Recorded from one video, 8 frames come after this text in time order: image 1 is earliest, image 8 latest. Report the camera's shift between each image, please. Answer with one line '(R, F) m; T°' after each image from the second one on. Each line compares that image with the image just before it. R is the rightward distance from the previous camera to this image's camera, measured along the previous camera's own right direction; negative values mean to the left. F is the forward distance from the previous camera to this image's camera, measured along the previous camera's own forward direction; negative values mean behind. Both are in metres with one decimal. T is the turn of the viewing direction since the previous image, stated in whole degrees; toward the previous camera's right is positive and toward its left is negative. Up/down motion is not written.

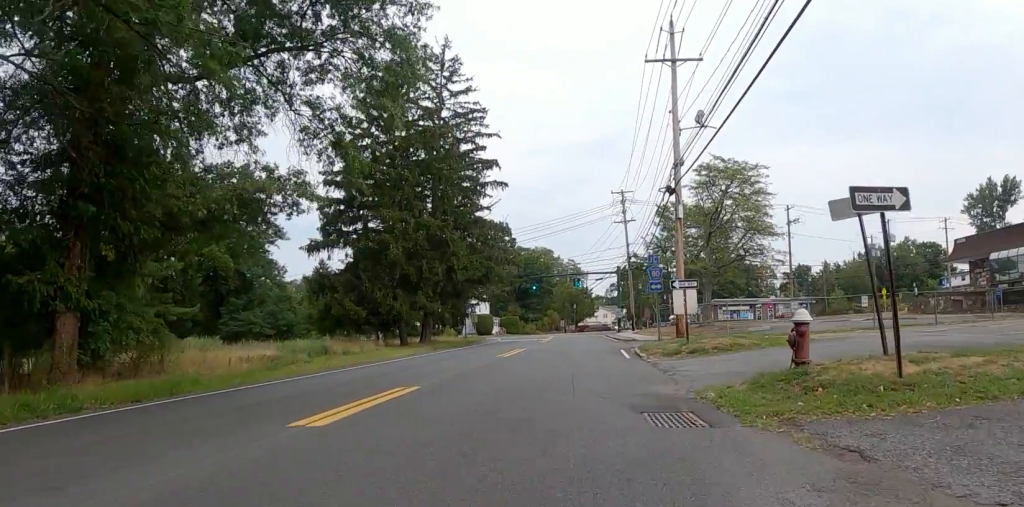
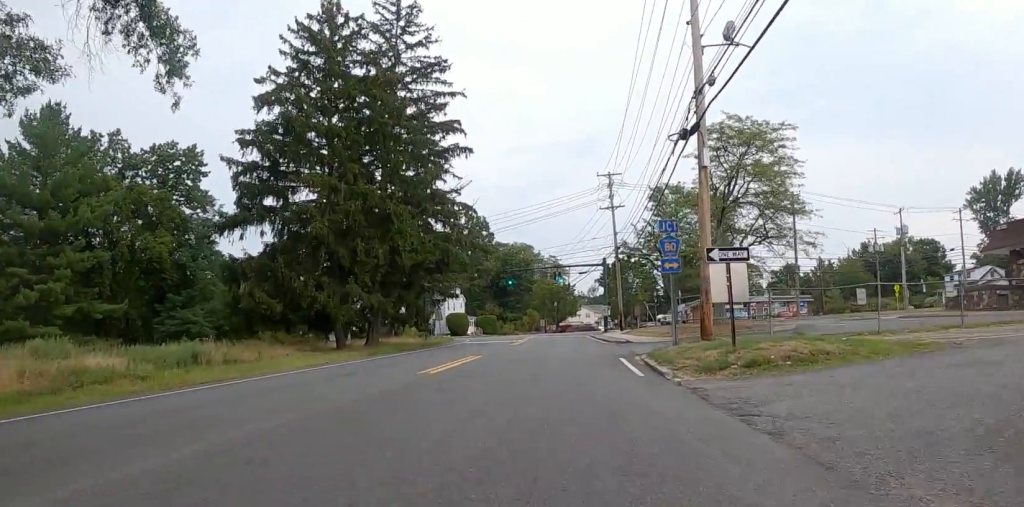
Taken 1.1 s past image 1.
(0.0, +7.4) m; 0°
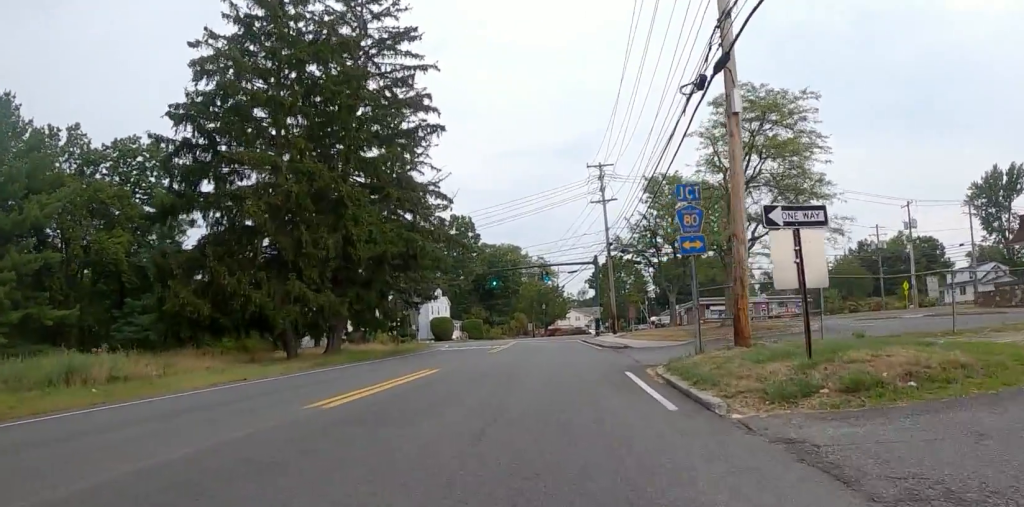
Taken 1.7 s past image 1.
(0.0, +4.3) m; 0°
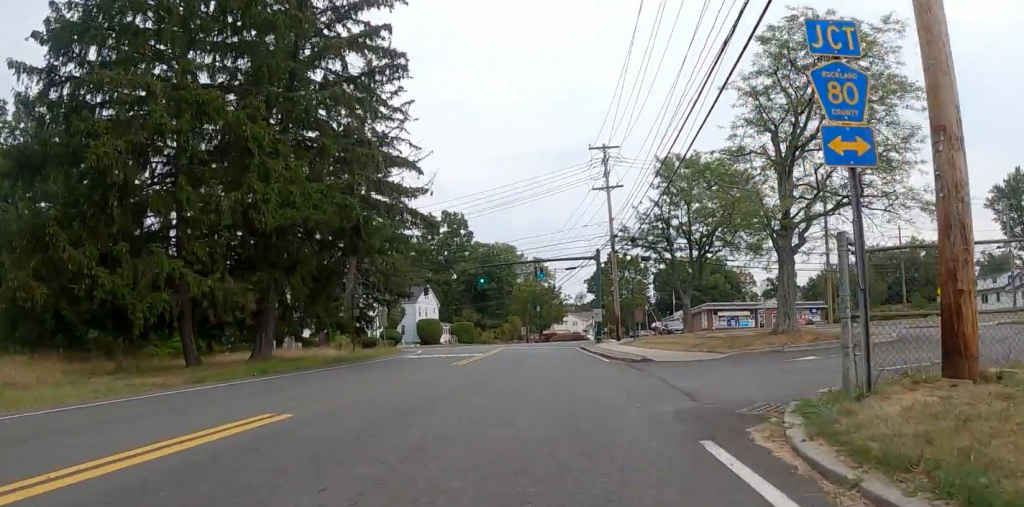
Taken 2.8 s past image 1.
(0.0, +7.1) m; 0°
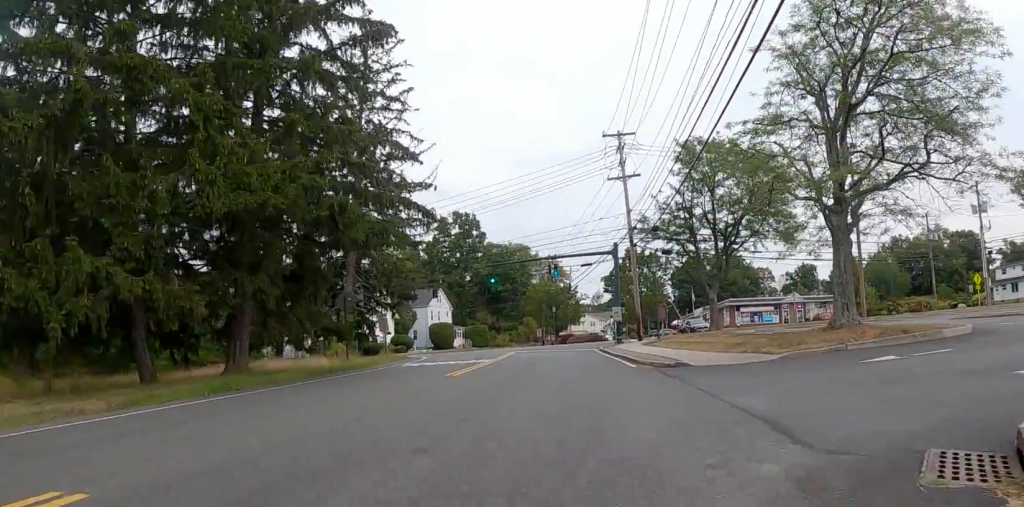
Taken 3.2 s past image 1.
(0.0, +3.1) m; 0°
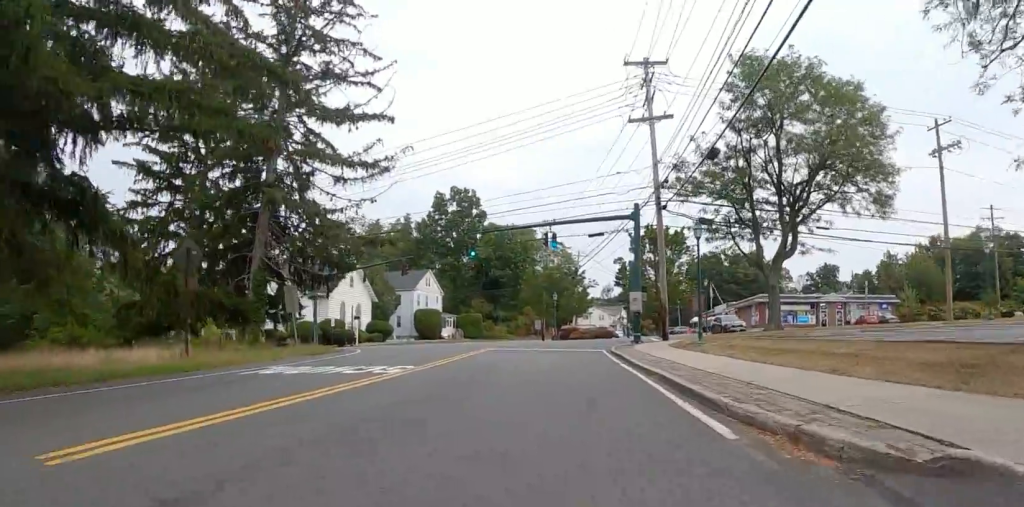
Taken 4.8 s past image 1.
(0.0, +11.4) m; -1°
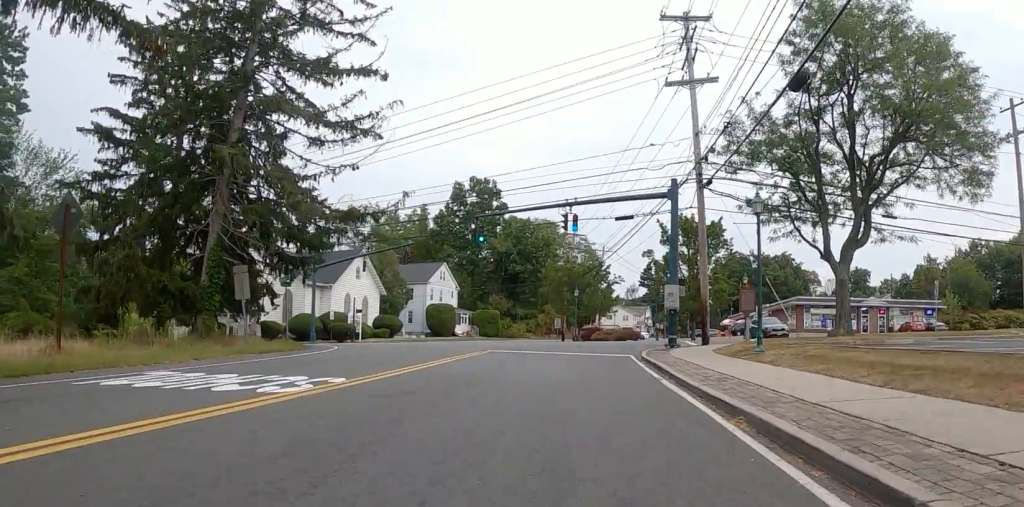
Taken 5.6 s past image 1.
(-0.1, +5.1) m; -4°
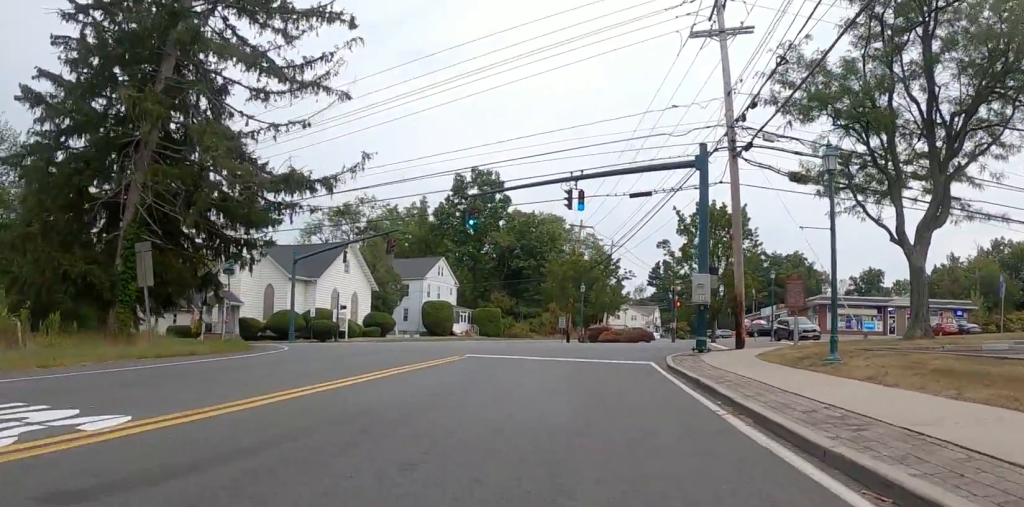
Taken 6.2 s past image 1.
(-0.1, +4.8) m; -3°
